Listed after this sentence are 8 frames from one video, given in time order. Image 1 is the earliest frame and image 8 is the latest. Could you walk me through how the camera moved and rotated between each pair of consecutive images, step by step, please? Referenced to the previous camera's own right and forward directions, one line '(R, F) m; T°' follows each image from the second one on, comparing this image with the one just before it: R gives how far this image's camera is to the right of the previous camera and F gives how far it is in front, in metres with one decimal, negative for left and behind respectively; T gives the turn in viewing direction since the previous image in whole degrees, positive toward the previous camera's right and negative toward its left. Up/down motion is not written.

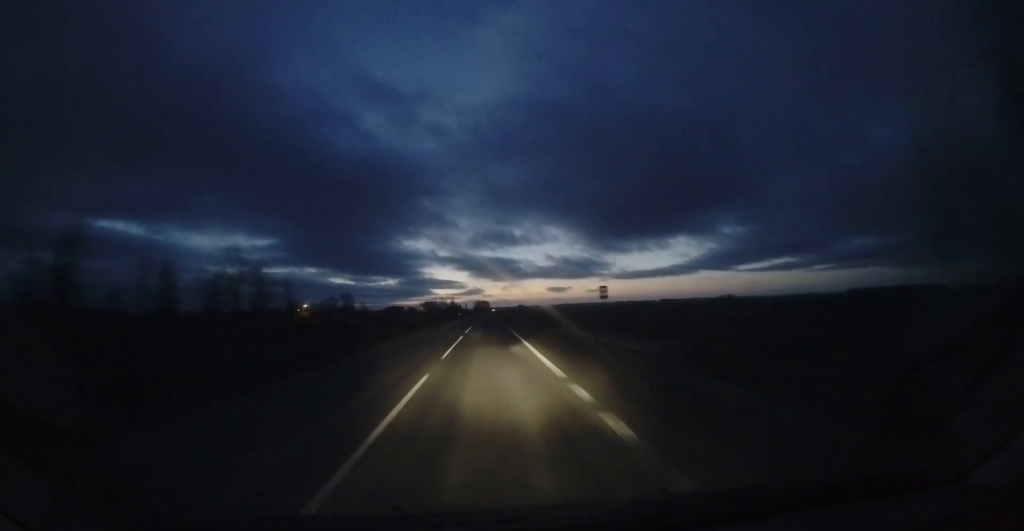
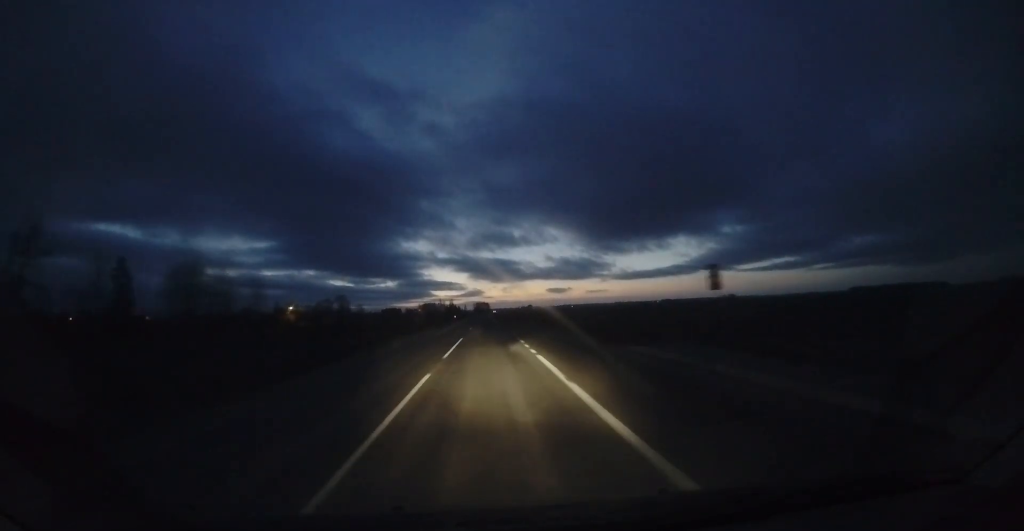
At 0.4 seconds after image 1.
(-0.4, +11.0) m; 0°
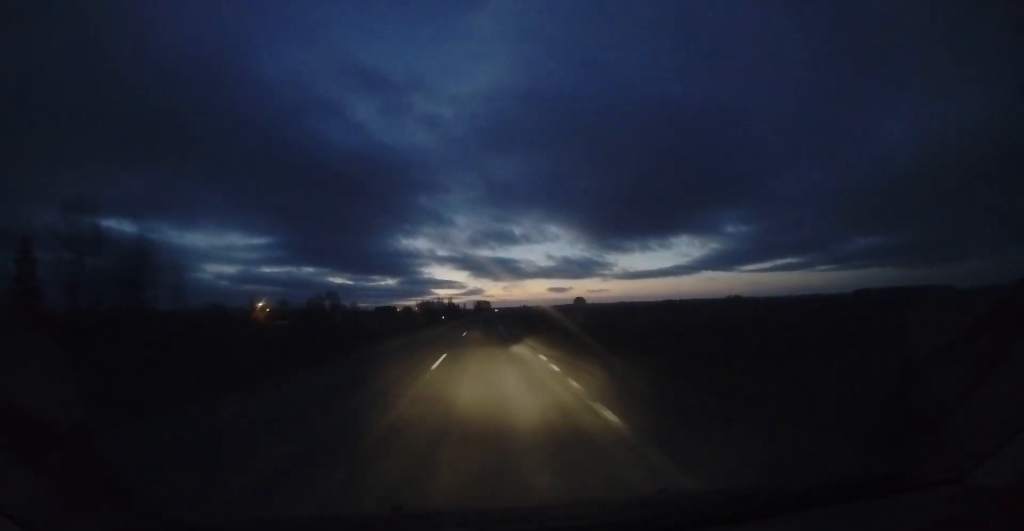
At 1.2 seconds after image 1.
(0.0, +20.7) m; +1°
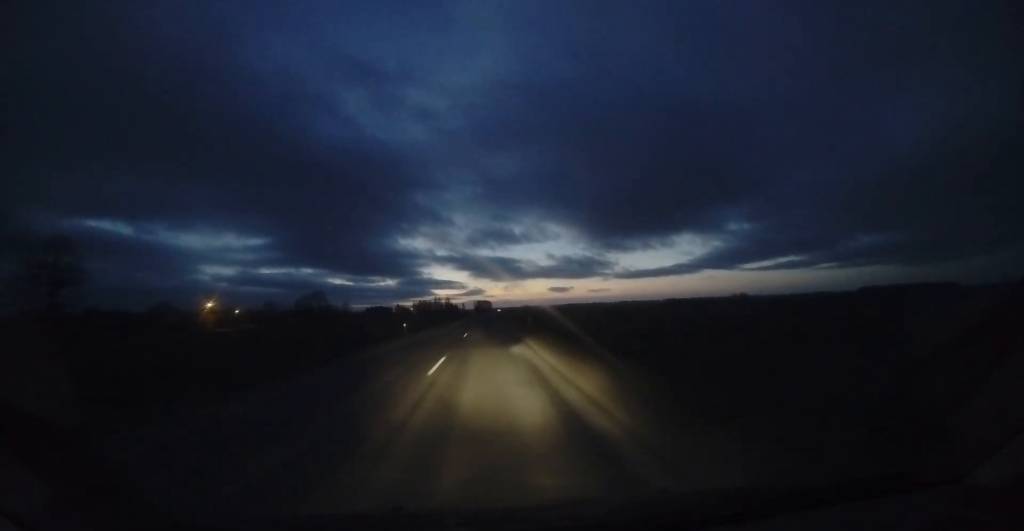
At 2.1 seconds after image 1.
(+0.4, +24.3) m; 0°
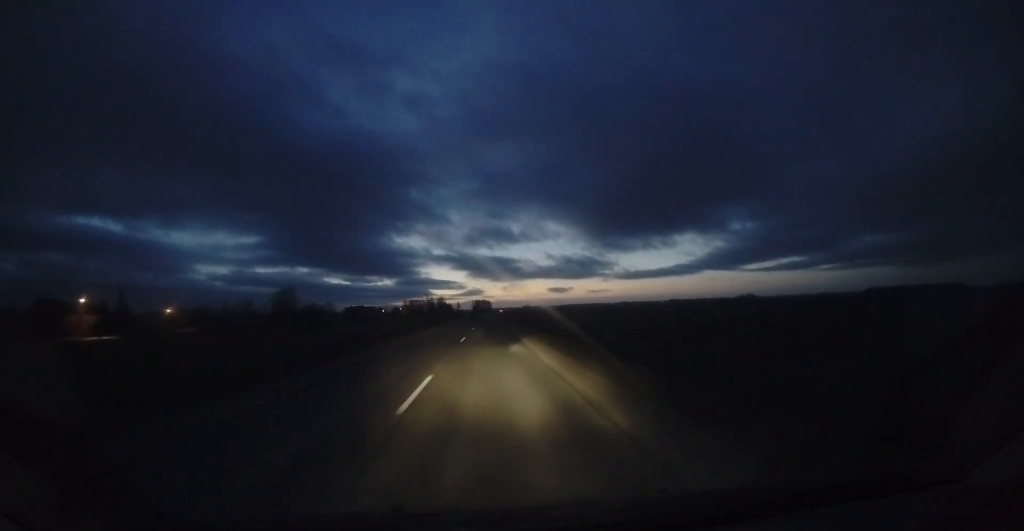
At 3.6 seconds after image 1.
(-0.4, +39.5) m; 0°
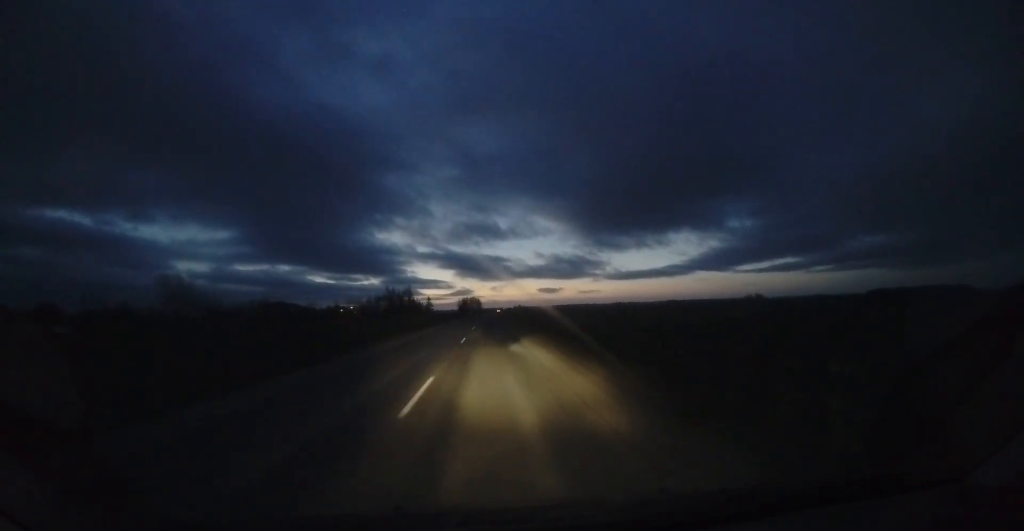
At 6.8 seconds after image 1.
(+1.4, +83.5) m; +1°
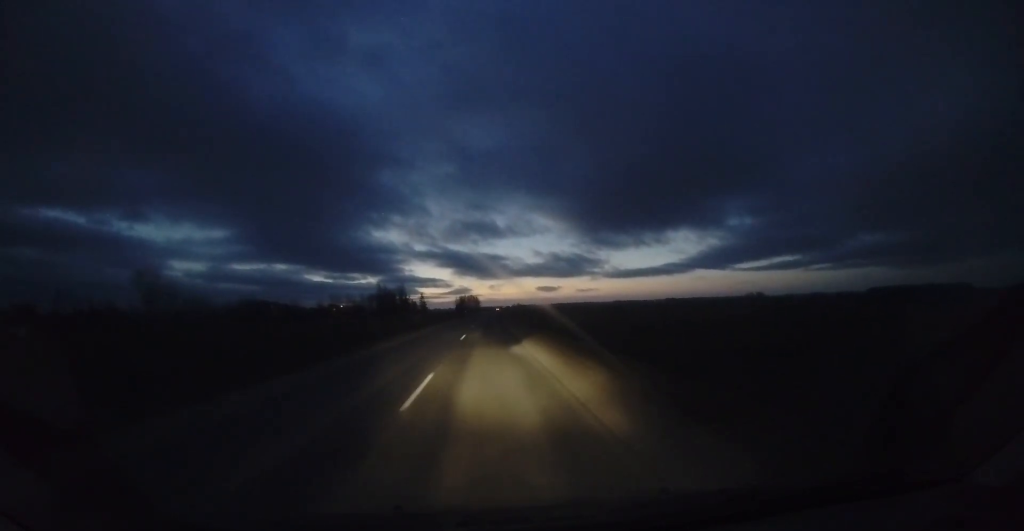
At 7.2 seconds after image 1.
(0.0, +11.8) m; 0°
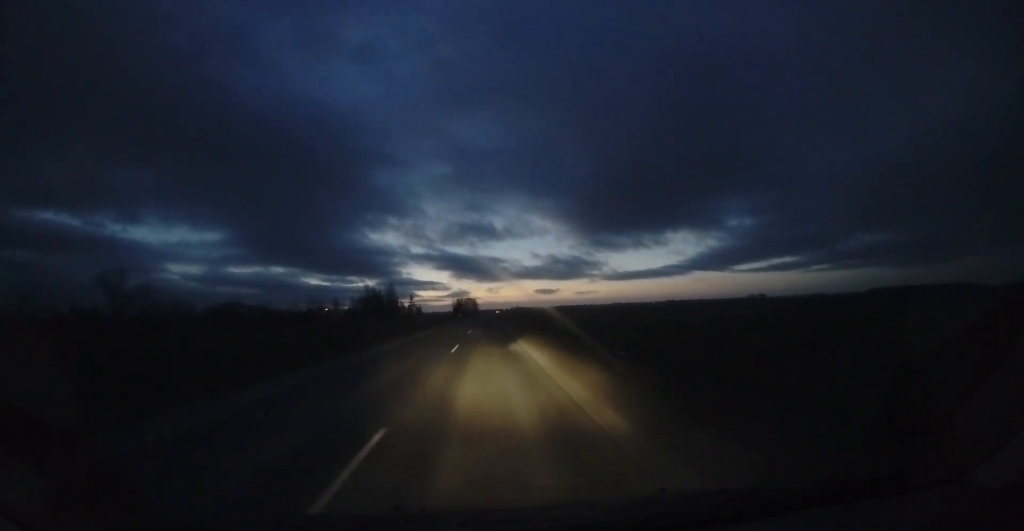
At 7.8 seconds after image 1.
(0.0, +15.3) m; 0°
